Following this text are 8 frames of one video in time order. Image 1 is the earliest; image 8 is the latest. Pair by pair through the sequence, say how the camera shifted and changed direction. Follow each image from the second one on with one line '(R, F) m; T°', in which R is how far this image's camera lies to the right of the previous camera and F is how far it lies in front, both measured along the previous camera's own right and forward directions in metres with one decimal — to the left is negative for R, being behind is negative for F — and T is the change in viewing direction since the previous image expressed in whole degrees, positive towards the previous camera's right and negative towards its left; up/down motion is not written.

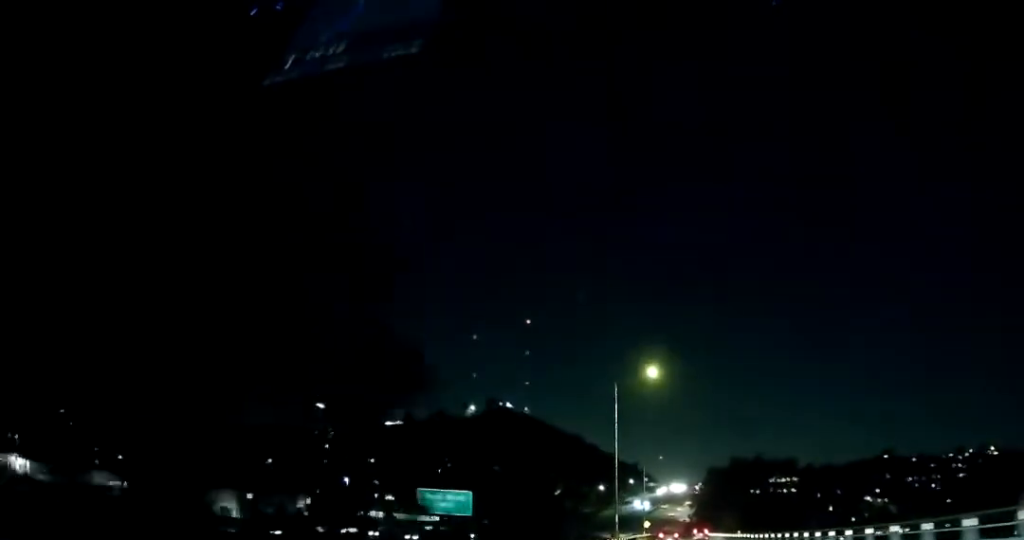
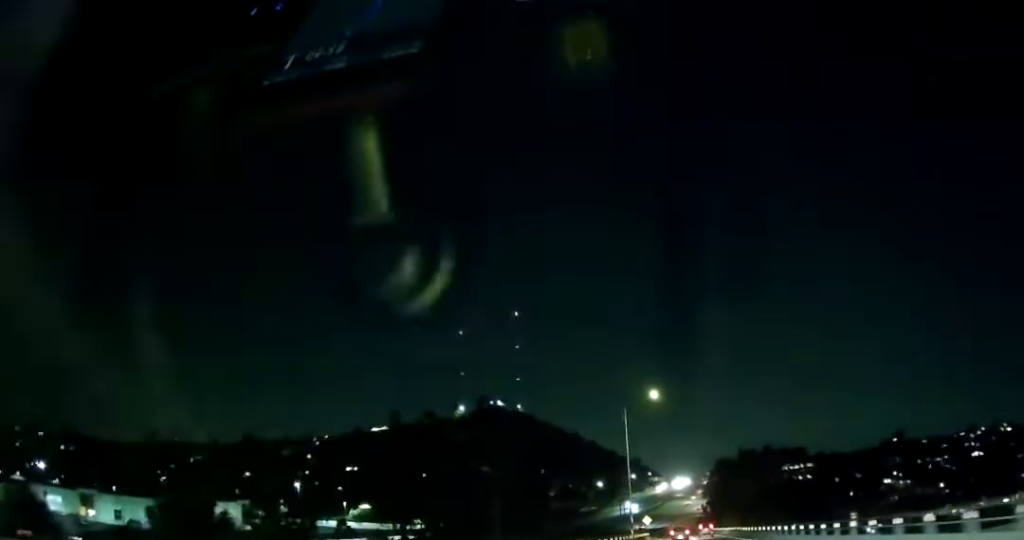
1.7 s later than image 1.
(-1.6, +46.0) m; -3°
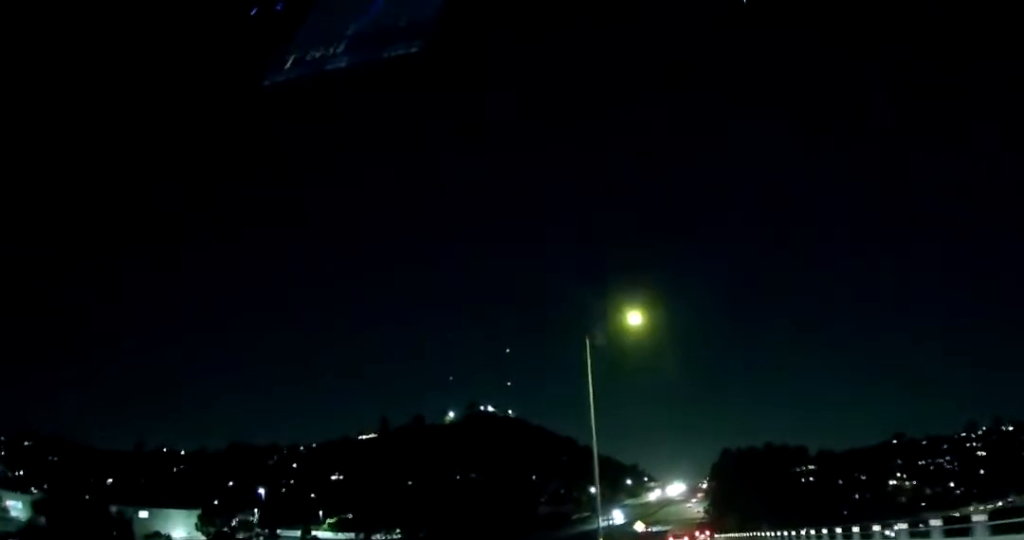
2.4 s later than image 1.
(-0.3, +21.7) m; -1°
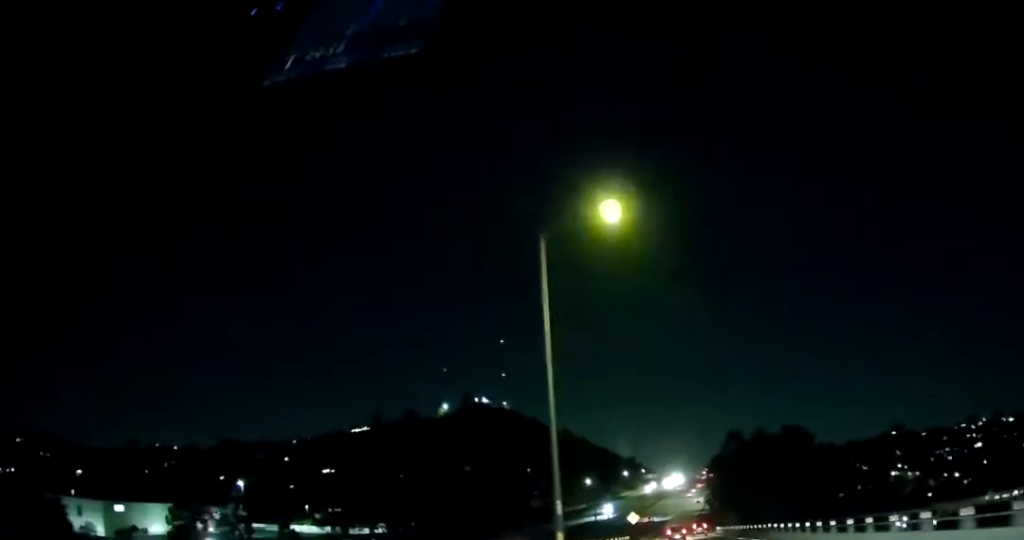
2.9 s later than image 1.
(0.0, +12.2) m; 0°
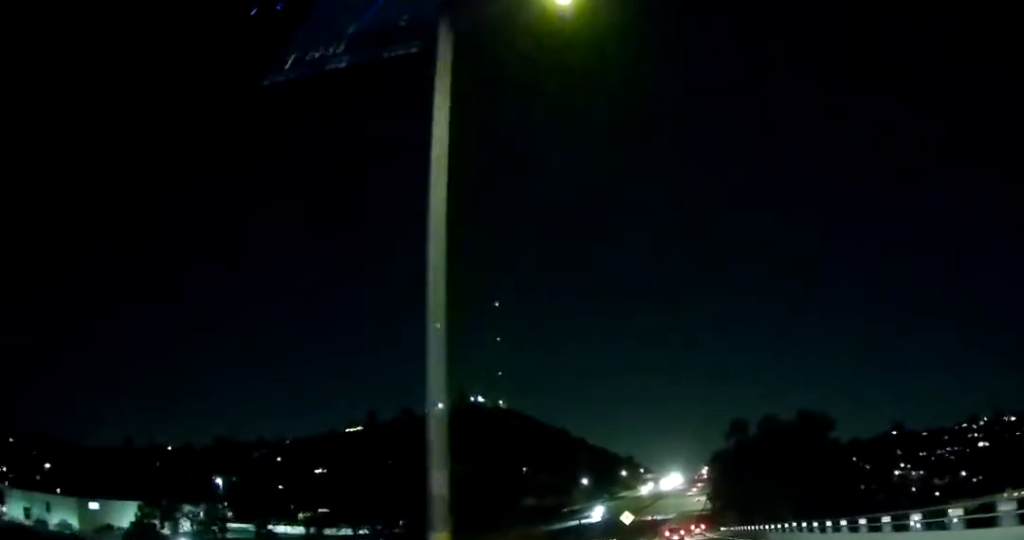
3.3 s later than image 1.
(0.0, +11.3) m; 0°
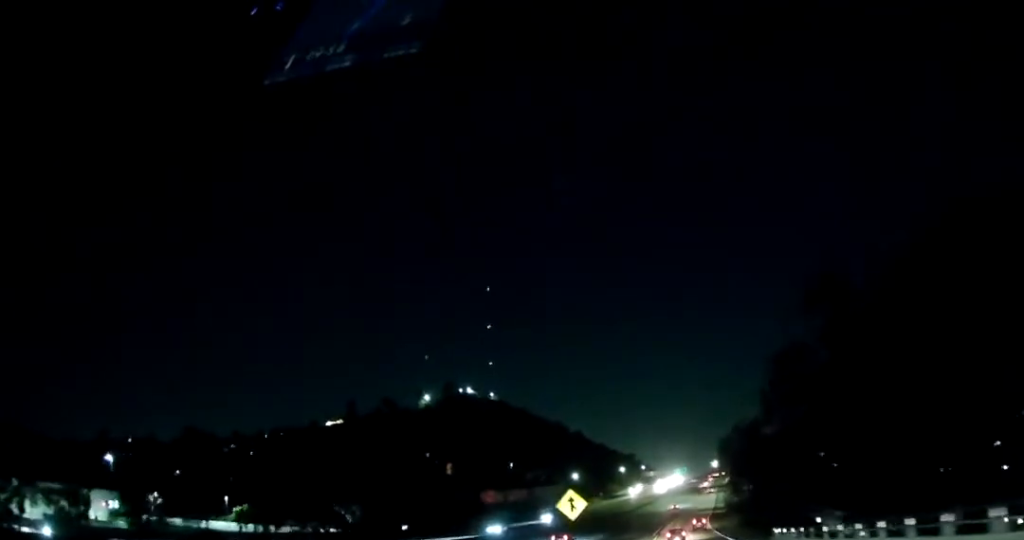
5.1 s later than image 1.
(-0.1, +52.2) m; 0°
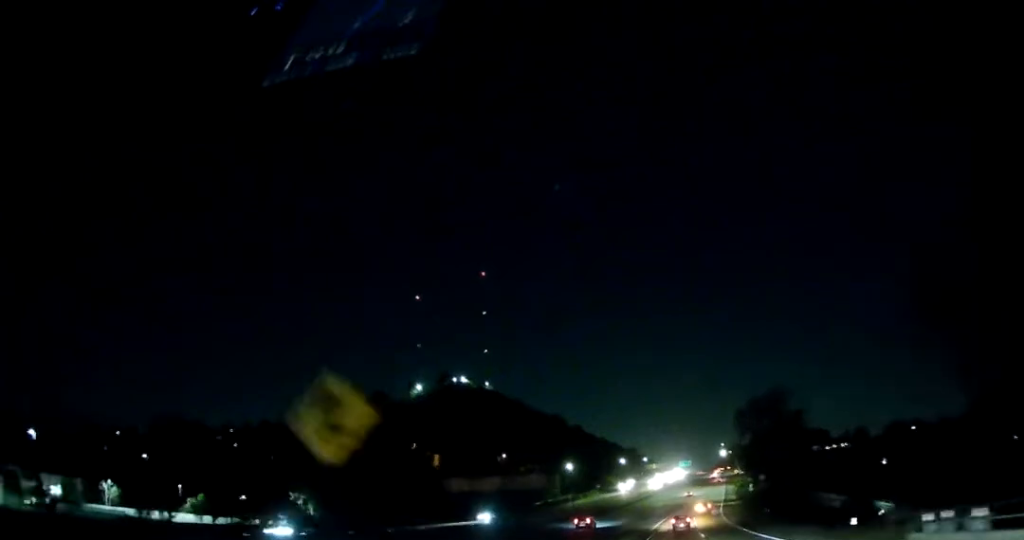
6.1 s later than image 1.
(-0.1, +29.6) m; 0°
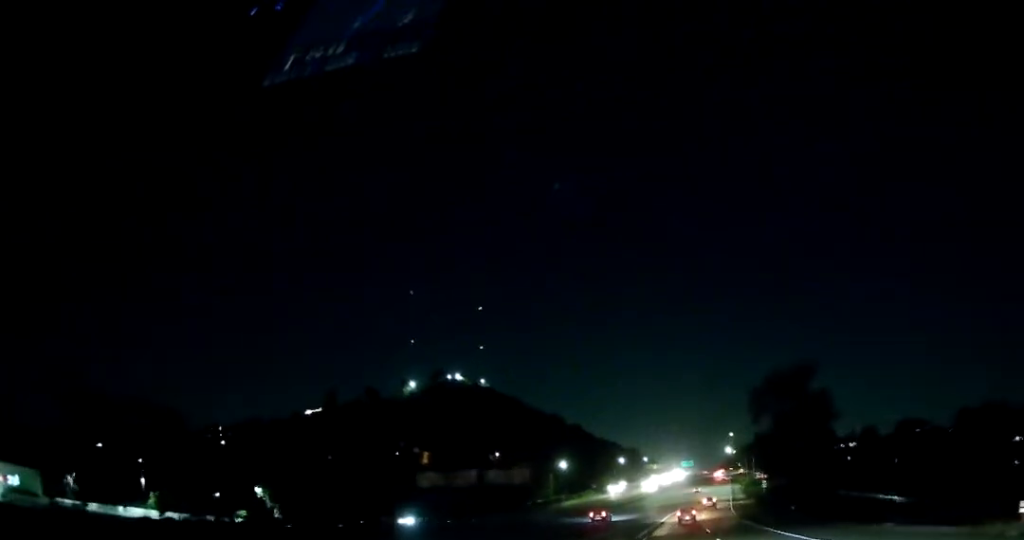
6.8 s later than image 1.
(0.0, +19.1) m; 0°
